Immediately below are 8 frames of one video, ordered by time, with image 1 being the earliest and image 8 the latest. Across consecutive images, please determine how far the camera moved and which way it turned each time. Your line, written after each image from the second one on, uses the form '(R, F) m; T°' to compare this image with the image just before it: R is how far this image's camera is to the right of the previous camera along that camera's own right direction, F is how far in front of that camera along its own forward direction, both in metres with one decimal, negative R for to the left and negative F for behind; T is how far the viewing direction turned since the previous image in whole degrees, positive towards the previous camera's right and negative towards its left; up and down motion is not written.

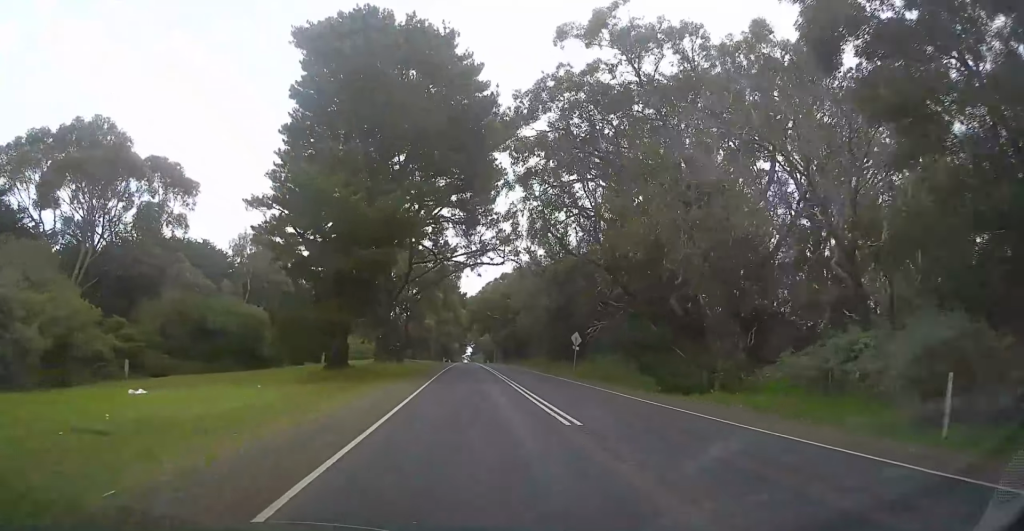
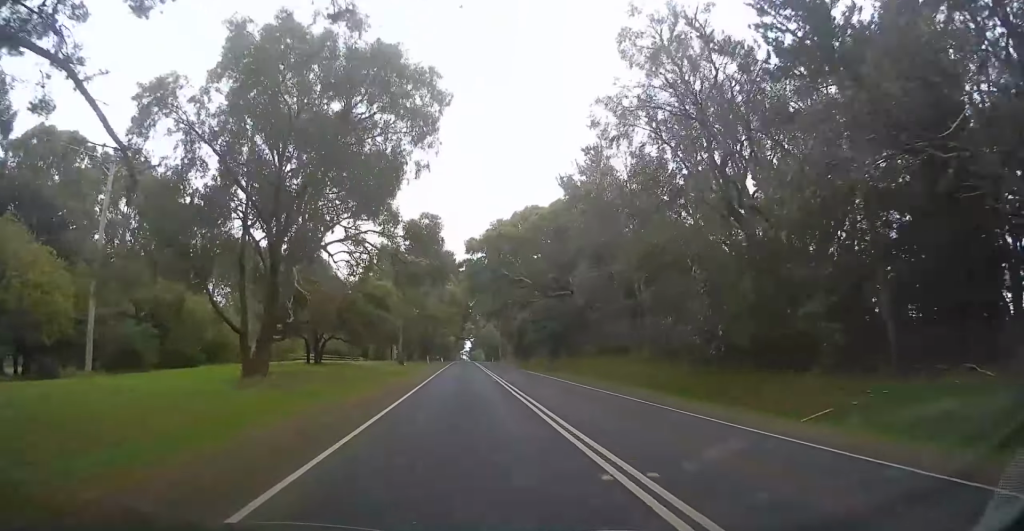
(-0.2, +46.6) m; 0°
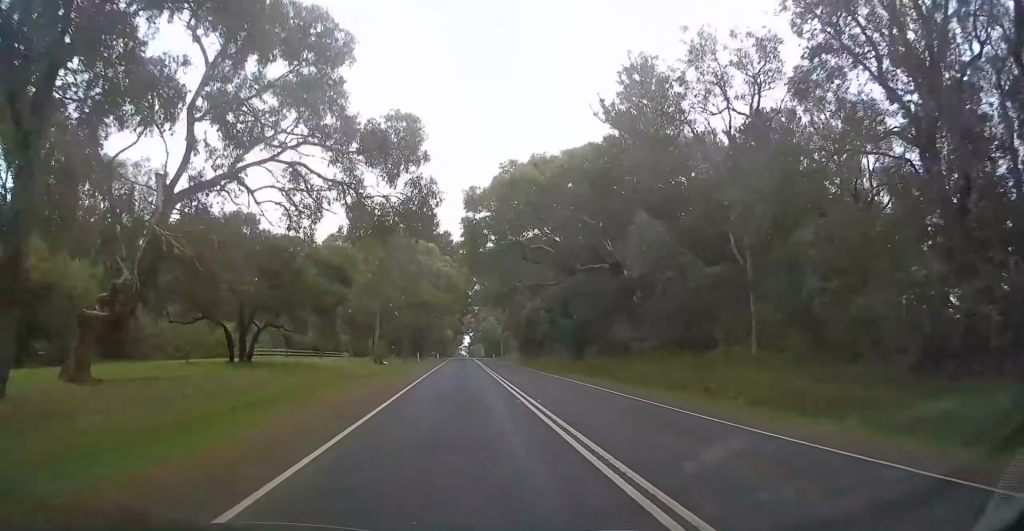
(+0.2, +13.6) m; 0°
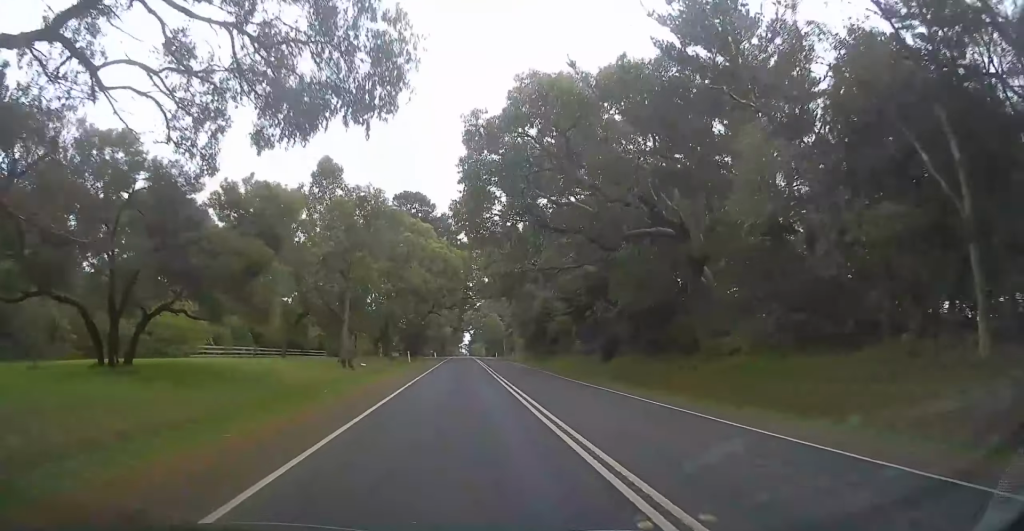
(-0.2, +11.2) m; -1°
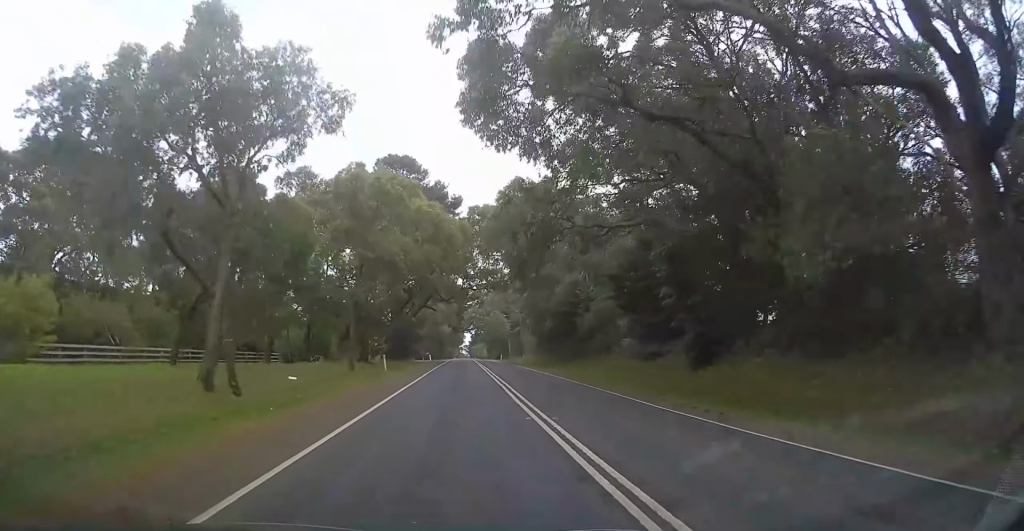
(-0.1, +16.2) m; -1°
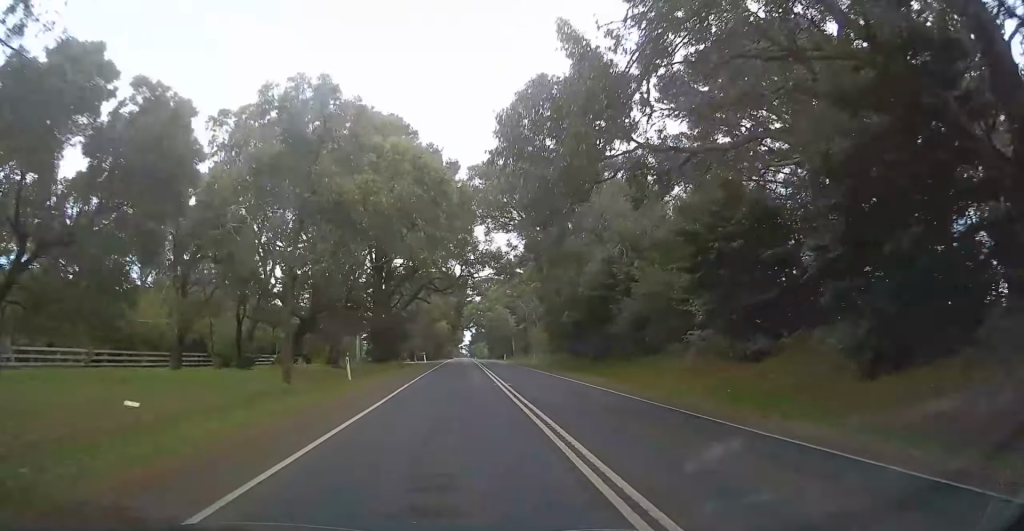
(-0.1, +11.3) m; 0°
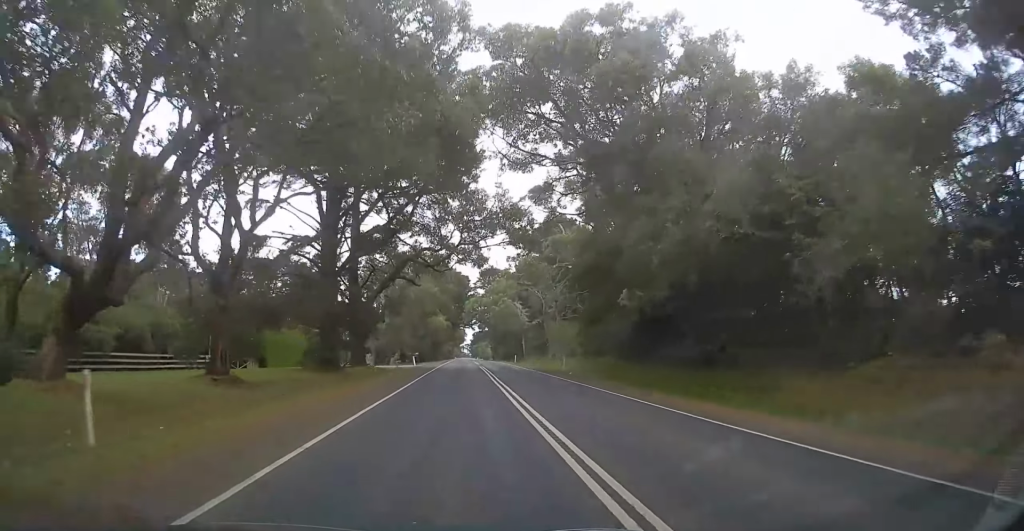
(-0.1, +19.2) m; 0°
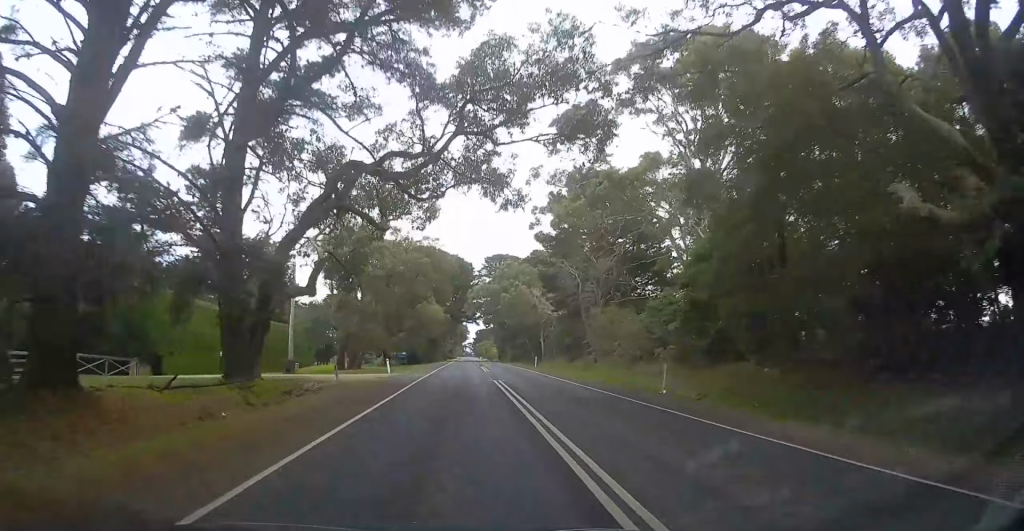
(+0.2, +22.6) m; +1°
